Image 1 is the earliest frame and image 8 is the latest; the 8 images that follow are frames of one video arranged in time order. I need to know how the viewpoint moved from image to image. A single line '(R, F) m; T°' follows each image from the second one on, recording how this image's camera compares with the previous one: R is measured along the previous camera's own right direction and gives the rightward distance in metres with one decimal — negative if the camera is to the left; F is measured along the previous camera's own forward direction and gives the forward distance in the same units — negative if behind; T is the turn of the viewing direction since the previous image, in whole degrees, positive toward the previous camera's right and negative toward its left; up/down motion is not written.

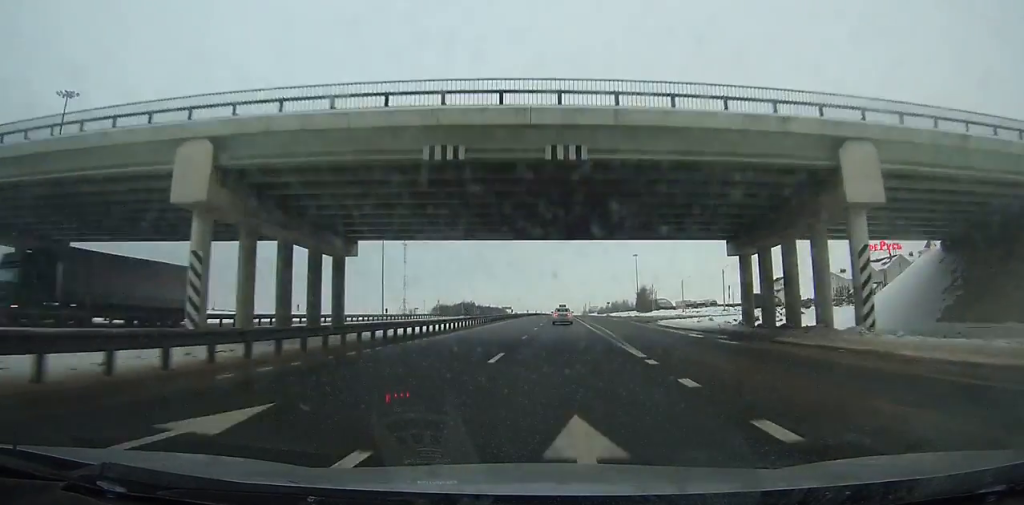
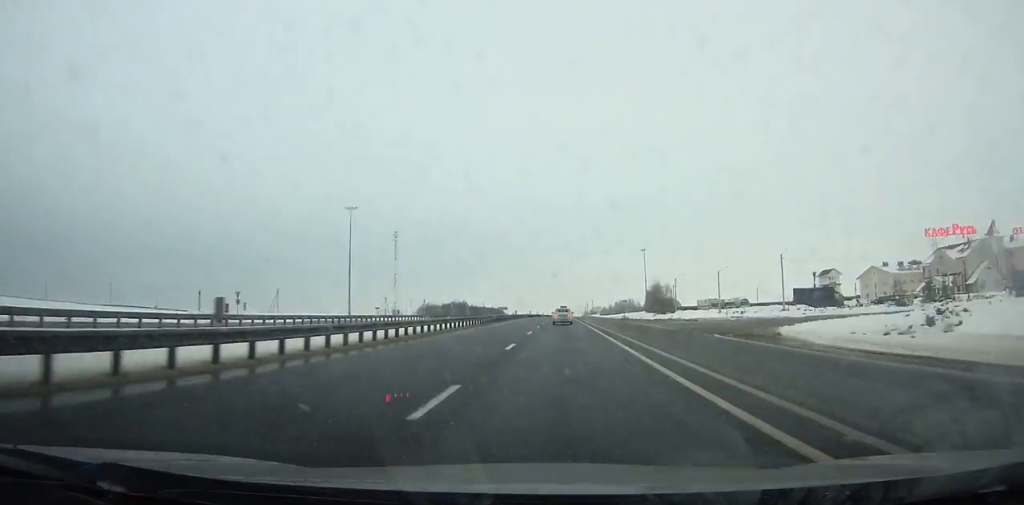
(+0.2, +32.6) m; 0°
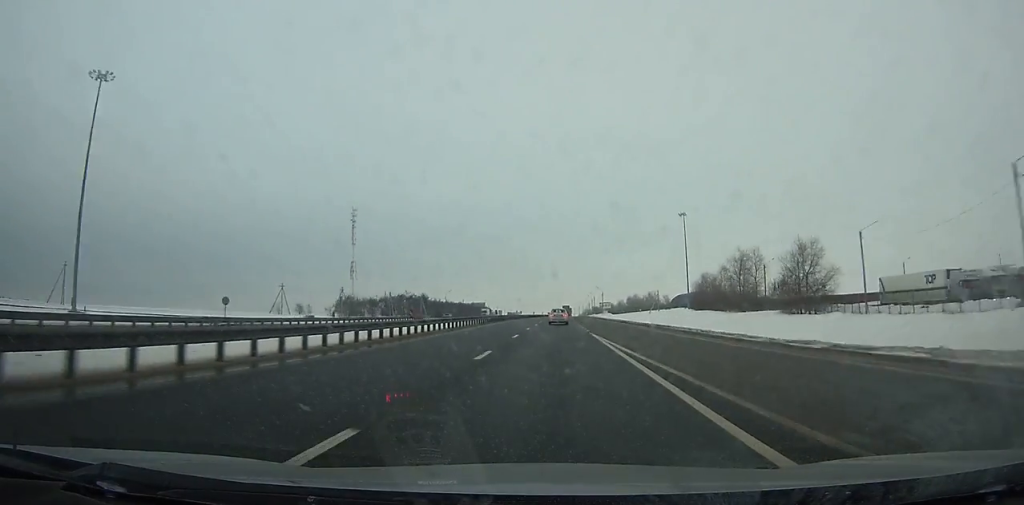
(+0.3, +100.0) m; 0°
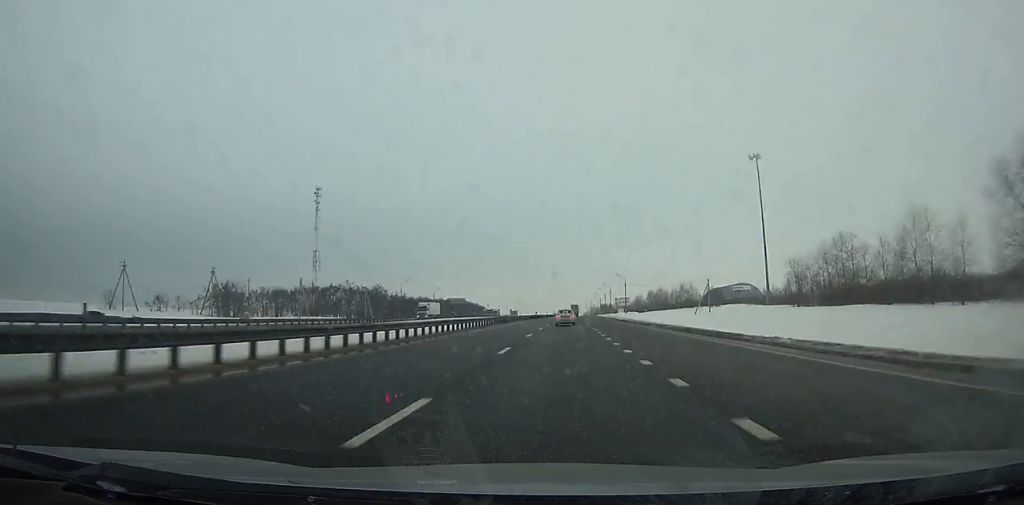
(+0.1, +68.6) m; +1°
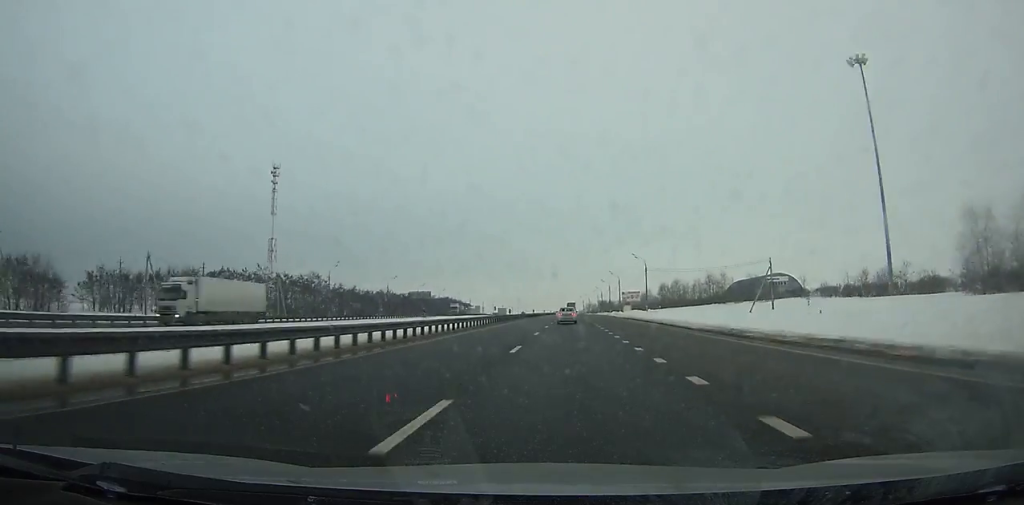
(+0.2, +48.0) m; 0°
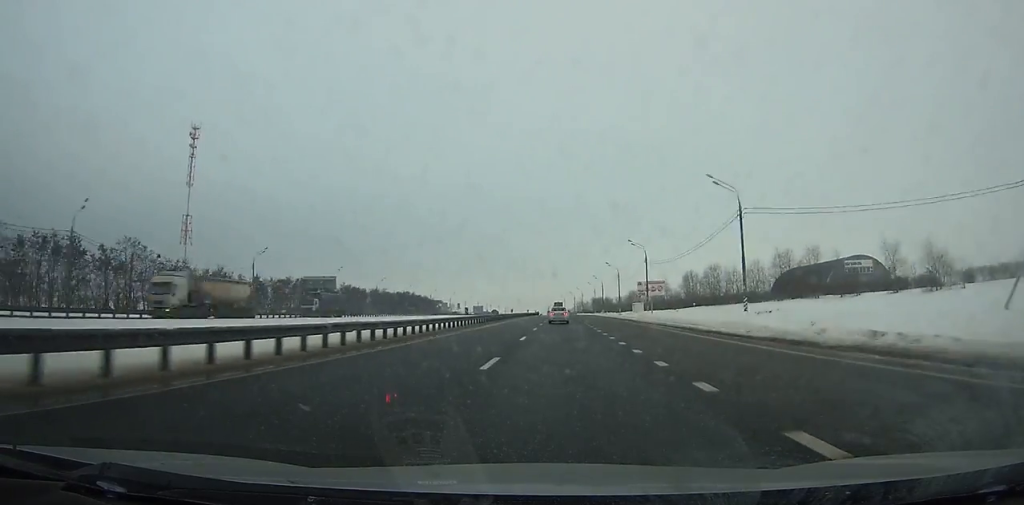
(+0.5, +64.5) m; 0°
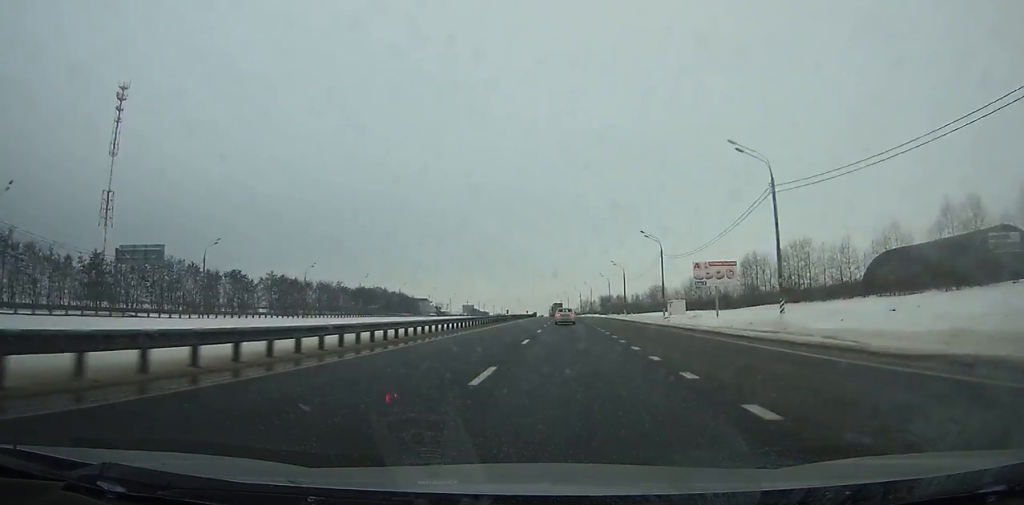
(+0.1, +51.3) m; 0°
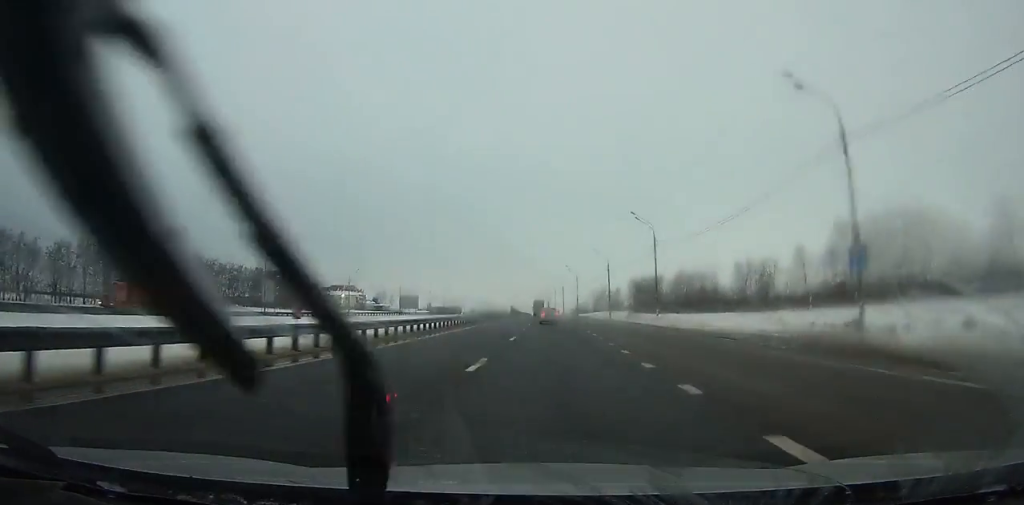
(-0.6, +130.4) m; -1°
